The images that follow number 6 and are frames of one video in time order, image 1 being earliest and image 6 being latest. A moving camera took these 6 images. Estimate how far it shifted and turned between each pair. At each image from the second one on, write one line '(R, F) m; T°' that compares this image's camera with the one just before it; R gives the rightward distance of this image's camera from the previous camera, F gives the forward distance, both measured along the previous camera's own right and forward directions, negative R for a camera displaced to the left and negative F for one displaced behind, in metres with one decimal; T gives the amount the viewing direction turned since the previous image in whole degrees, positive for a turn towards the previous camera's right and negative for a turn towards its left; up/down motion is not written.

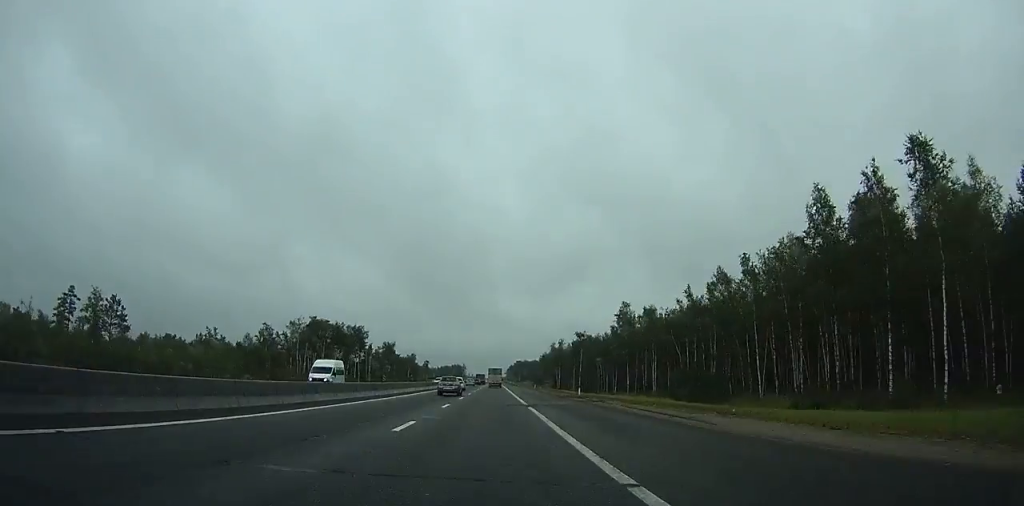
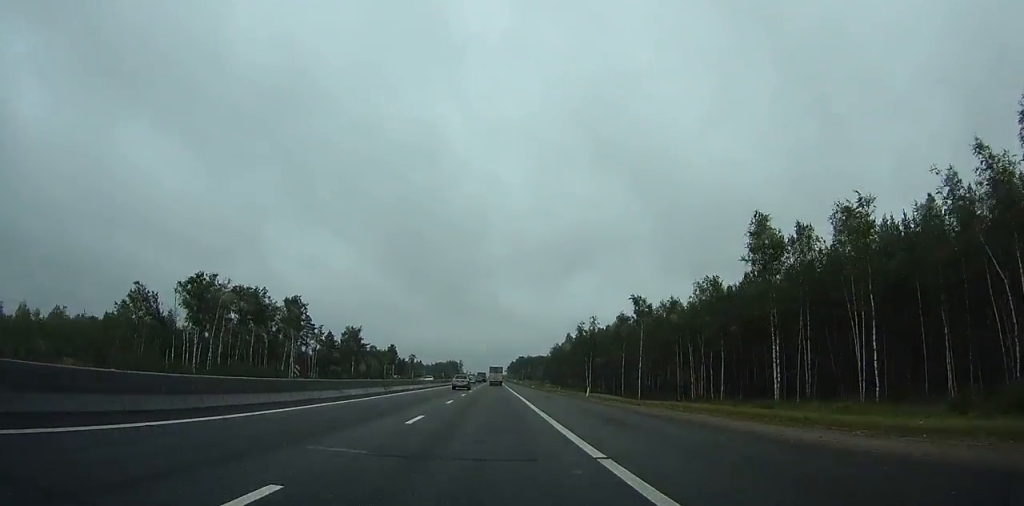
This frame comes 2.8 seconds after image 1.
(+0.1, +50.4) m; 0°
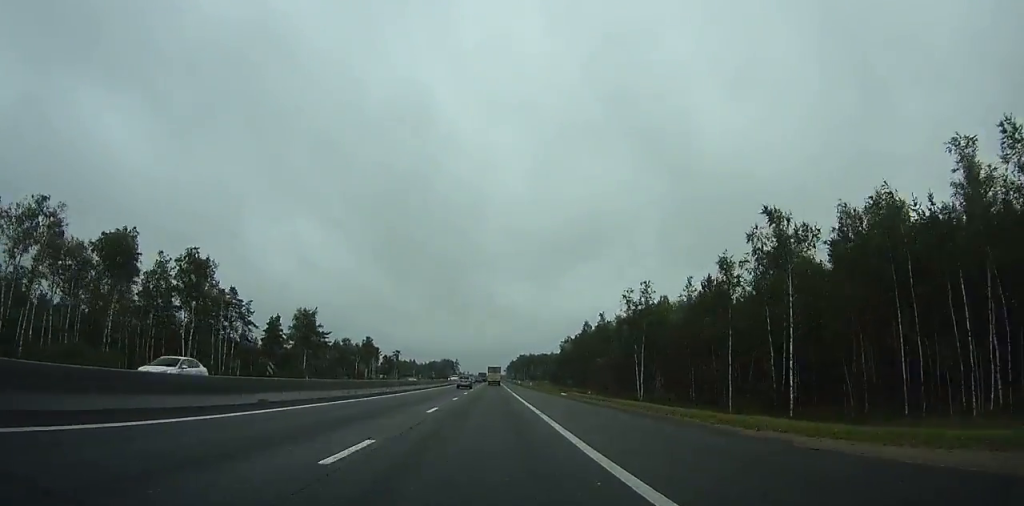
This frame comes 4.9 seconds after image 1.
(-0.1, +40.0) m; 0°
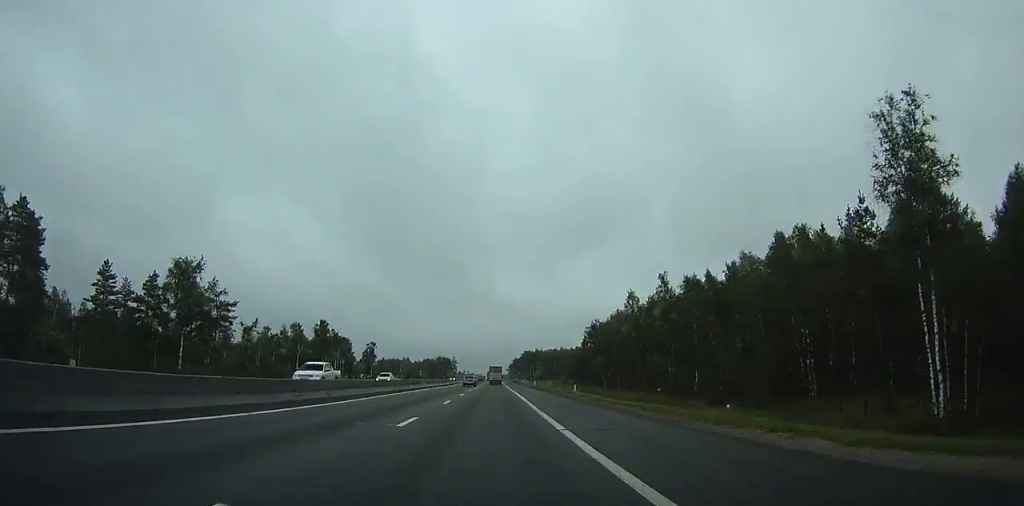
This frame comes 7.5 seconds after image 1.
(+0.1, +52.6) m; 0°
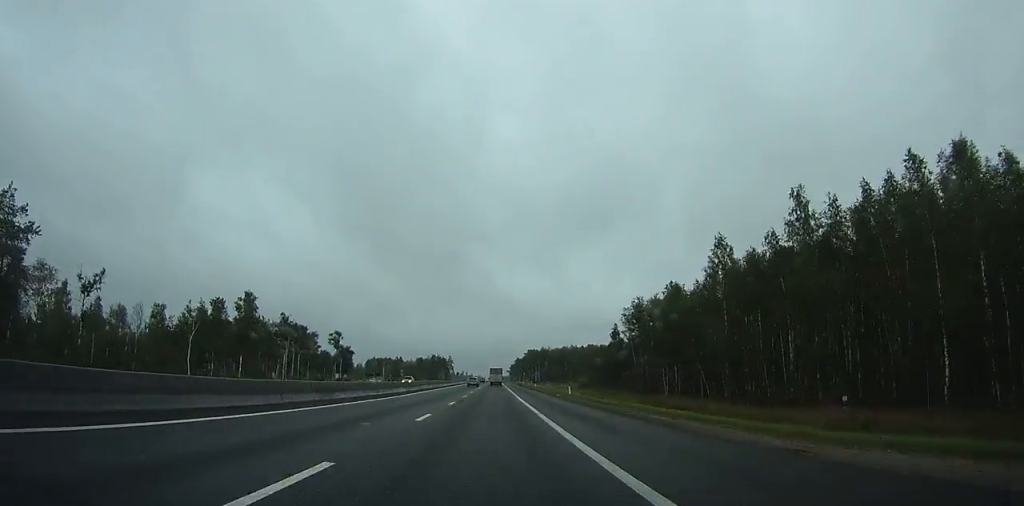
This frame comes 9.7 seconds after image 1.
(-0.2, +45.2) m; 0°
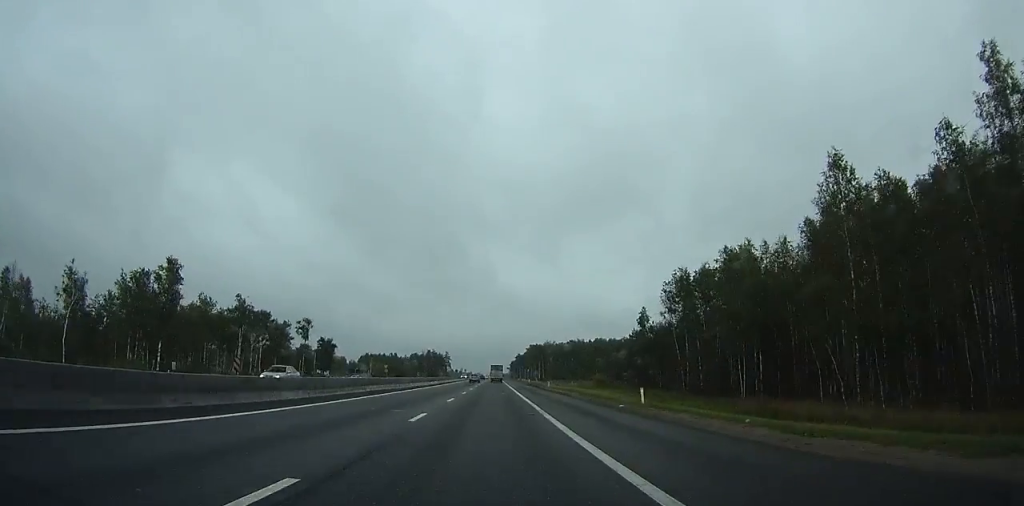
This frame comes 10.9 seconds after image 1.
(-0.1, +26.2) m; 0°
